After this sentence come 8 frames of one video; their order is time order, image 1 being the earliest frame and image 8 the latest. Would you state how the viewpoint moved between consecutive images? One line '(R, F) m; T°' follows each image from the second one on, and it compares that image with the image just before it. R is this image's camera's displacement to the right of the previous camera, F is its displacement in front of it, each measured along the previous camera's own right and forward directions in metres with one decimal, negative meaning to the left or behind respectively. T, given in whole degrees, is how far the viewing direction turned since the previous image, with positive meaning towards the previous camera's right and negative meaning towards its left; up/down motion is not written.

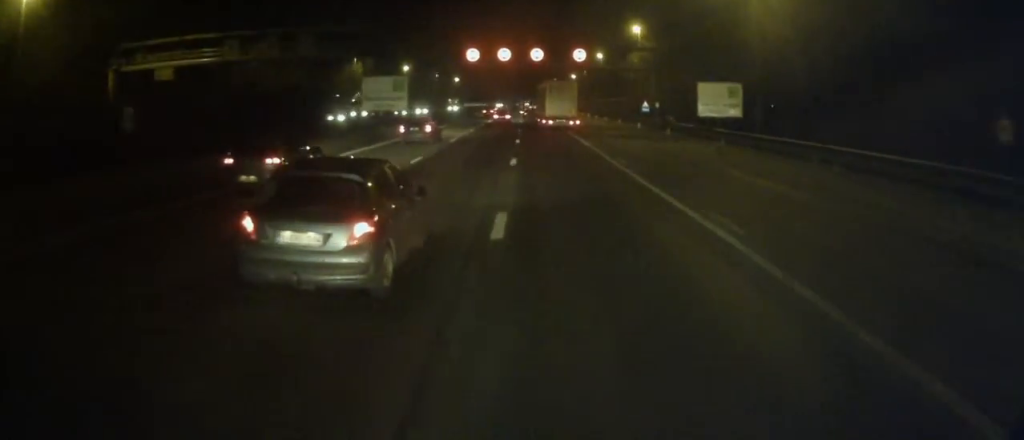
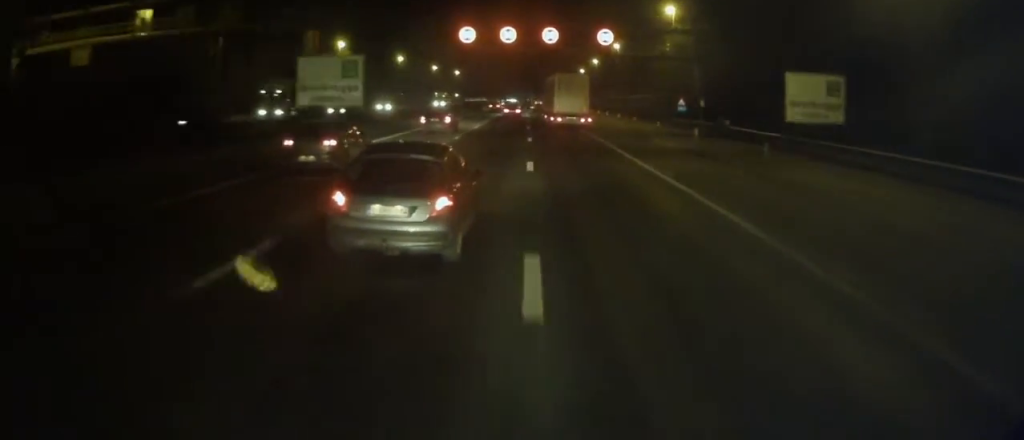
(-0.1, +16.5) m; 0°
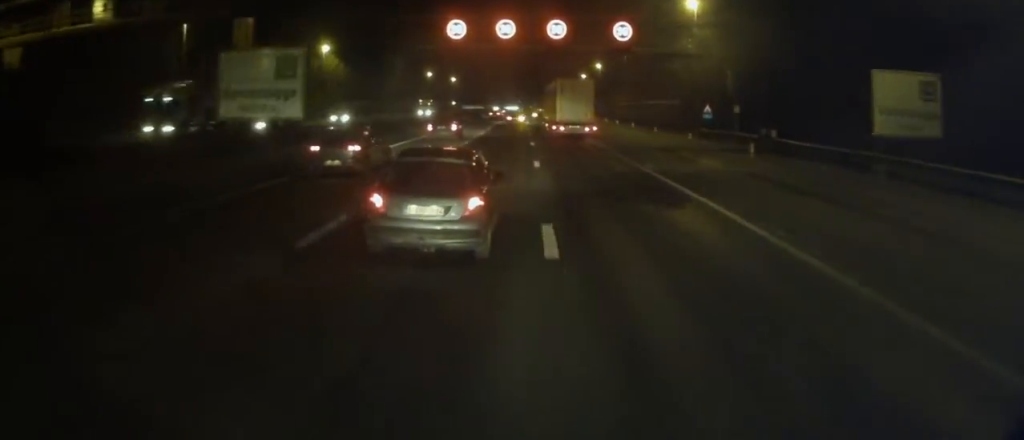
(0.0, +9.5) m; 0°
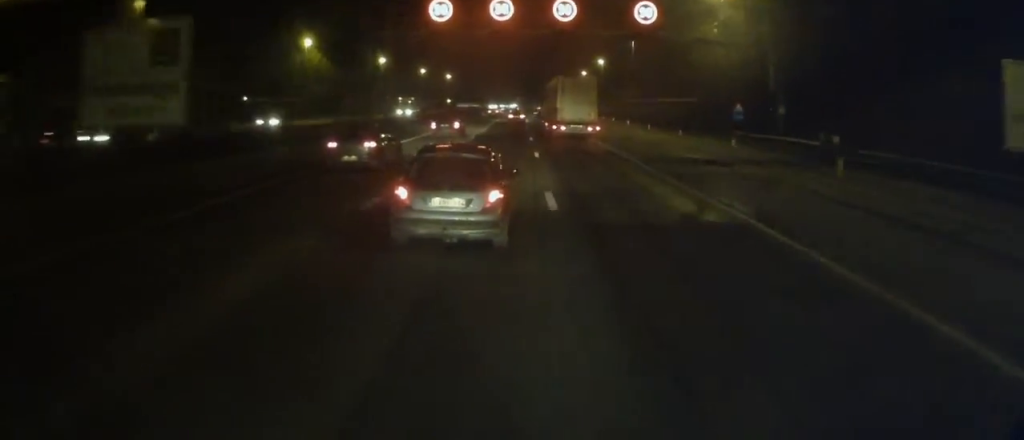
(0.0, +8.8) m; -1°
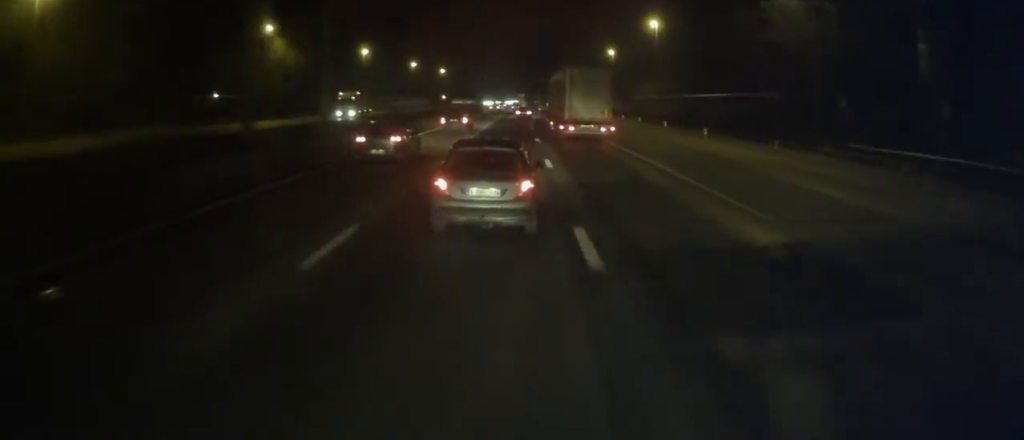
(-0.2, +17.0) m; -1°
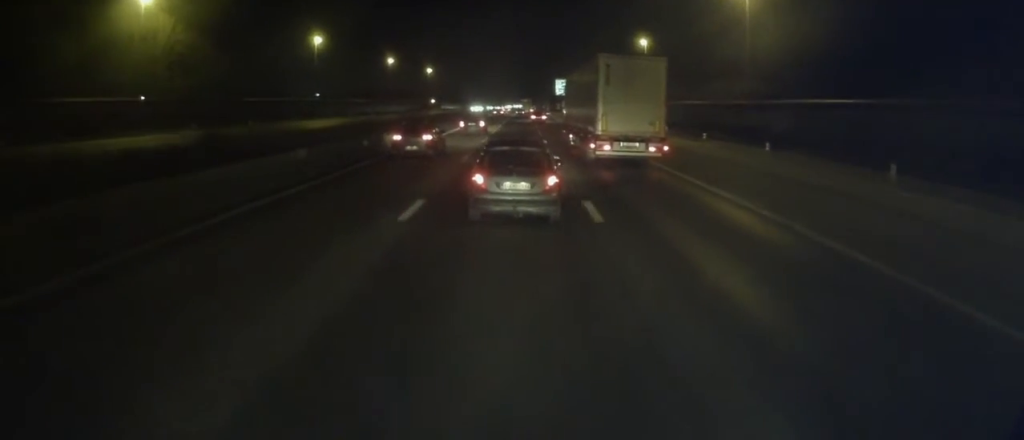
(+0.2, +33.1) m; 0°
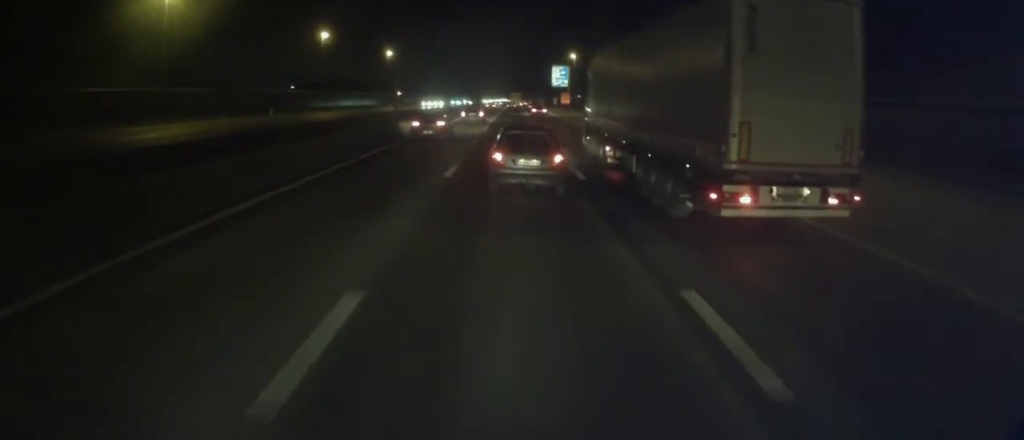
(0.0, +44.4) m; +1°
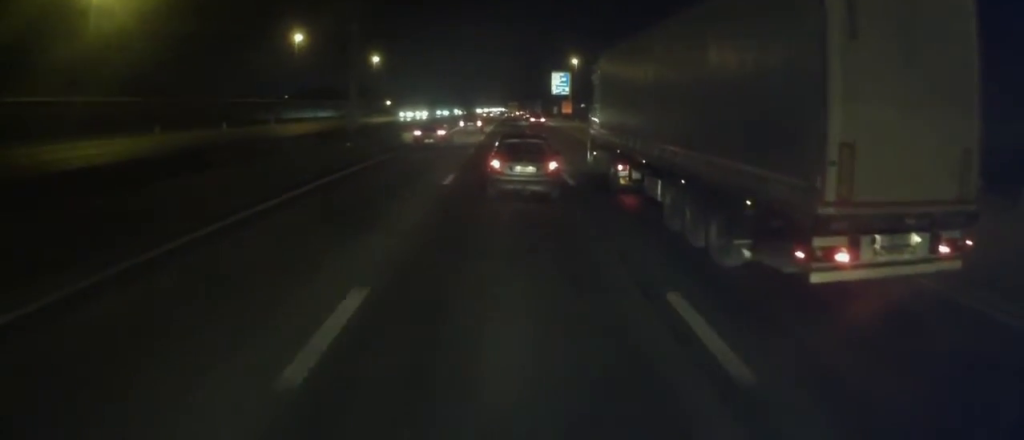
(0.0, +11.9) m; -1°
